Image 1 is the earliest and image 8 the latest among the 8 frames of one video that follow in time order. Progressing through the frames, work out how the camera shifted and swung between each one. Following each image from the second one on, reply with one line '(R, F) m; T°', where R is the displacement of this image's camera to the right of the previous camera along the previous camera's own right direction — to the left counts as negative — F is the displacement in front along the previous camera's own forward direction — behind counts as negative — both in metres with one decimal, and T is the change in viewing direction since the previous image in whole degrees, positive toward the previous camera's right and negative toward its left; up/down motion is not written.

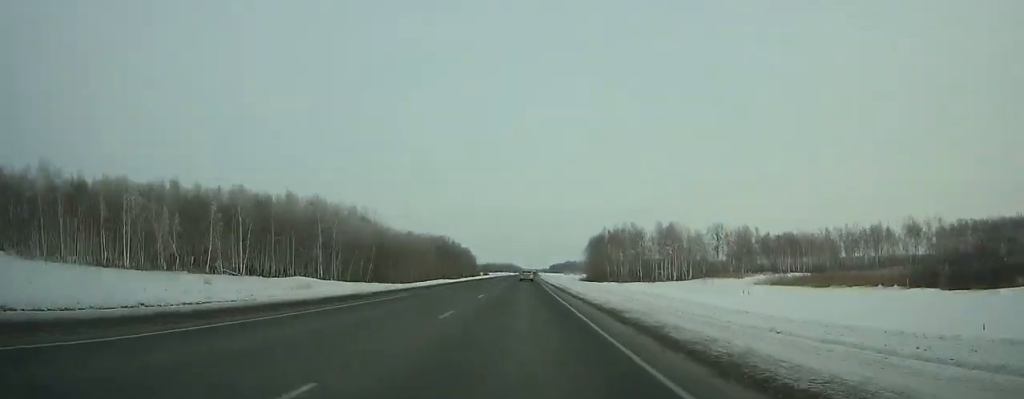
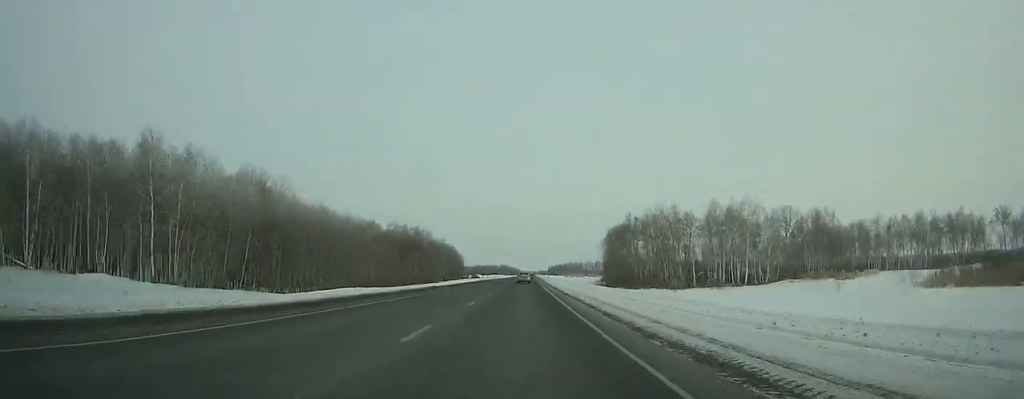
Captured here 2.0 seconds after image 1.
(+0.2, +53.7) m; 0°
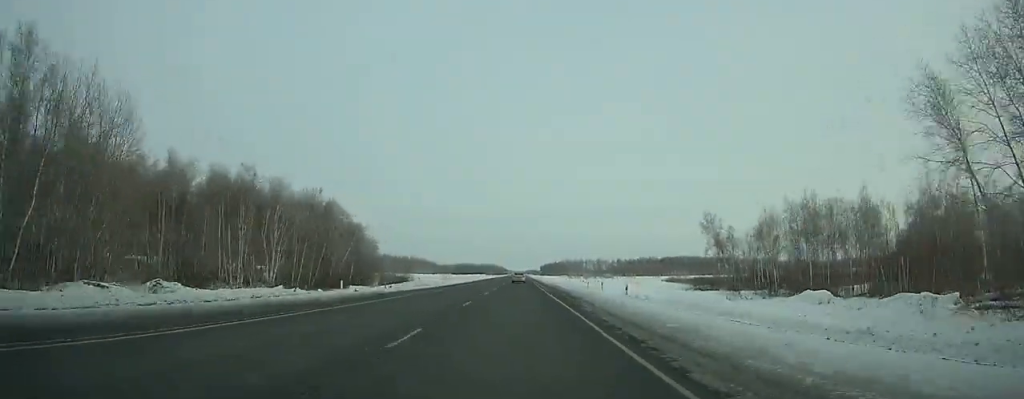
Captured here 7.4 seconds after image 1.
(+1.2, +145.9) m; +1°
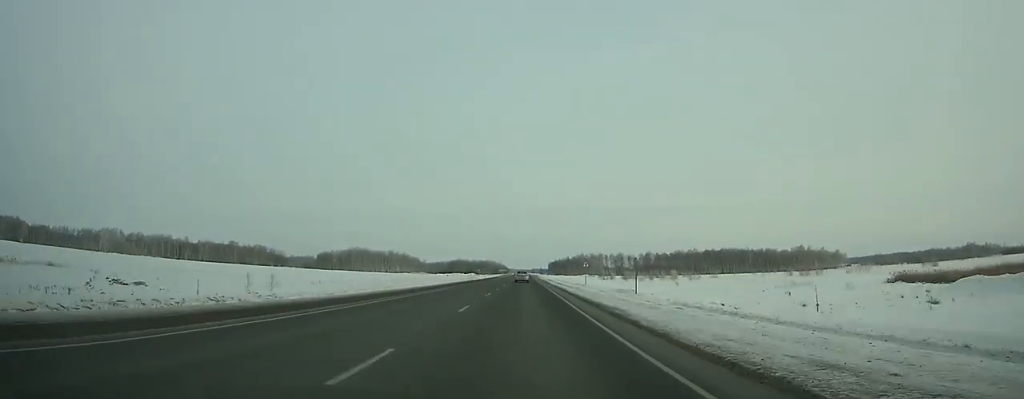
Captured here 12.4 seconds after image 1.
(-0.2, +135.7) m; 0°
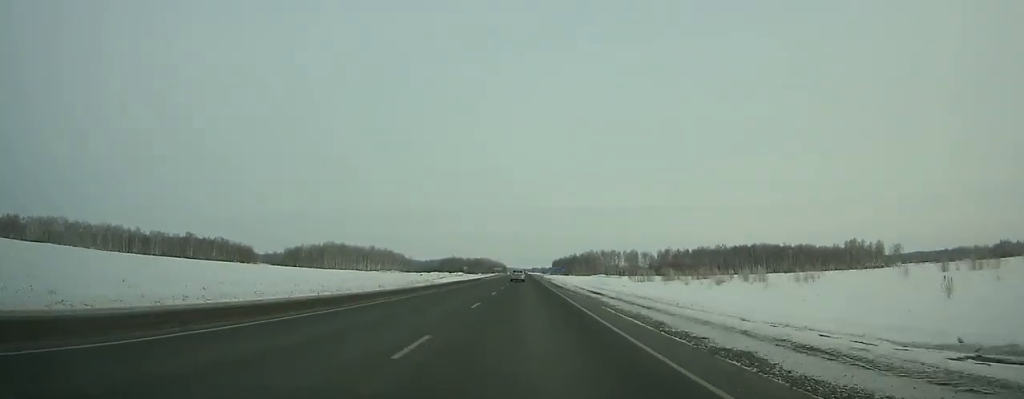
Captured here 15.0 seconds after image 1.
(-0.1, +70.4) m; 0°
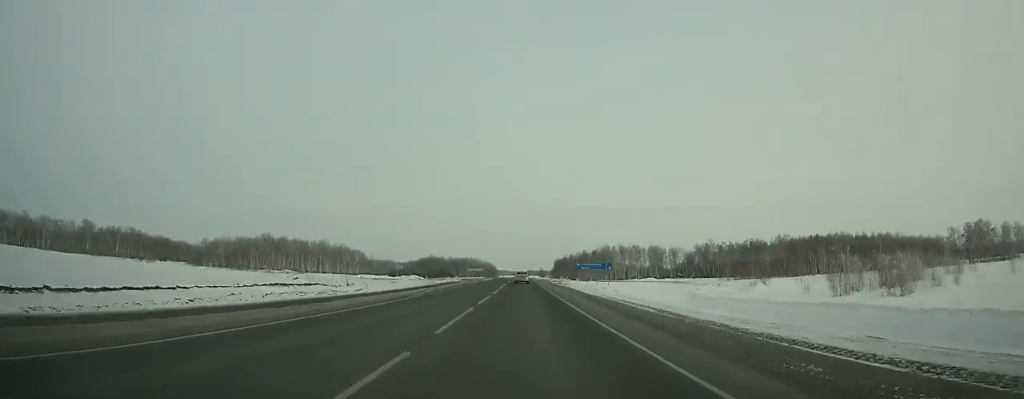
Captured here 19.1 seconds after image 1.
(+0.2, +110.5) m; 0°
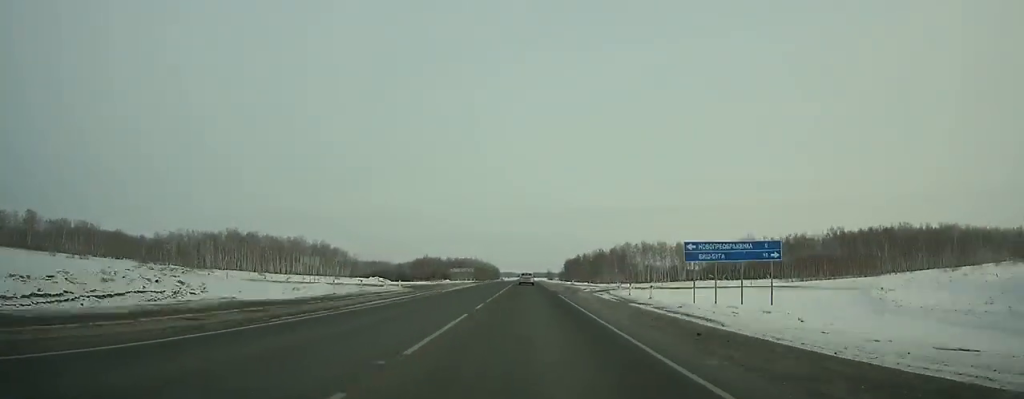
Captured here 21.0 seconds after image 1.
(-0.2, +51.1) m; 0°
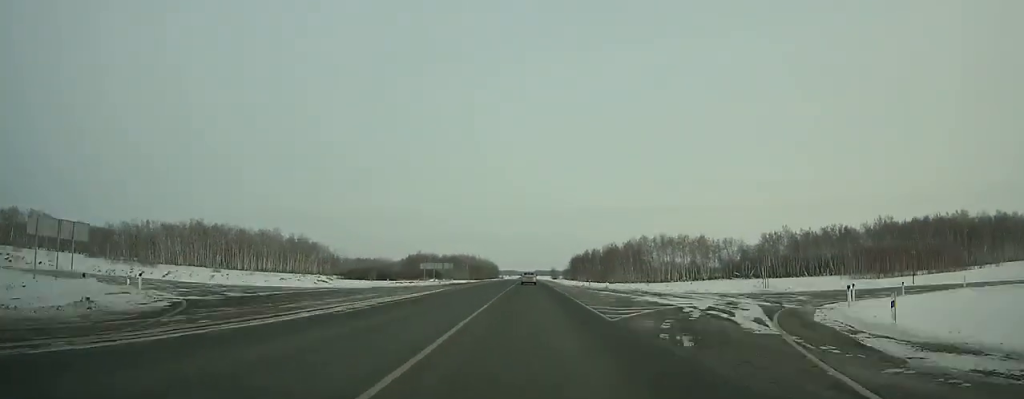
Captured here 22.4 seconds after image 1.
(0.0, +37.7) m; 0°
